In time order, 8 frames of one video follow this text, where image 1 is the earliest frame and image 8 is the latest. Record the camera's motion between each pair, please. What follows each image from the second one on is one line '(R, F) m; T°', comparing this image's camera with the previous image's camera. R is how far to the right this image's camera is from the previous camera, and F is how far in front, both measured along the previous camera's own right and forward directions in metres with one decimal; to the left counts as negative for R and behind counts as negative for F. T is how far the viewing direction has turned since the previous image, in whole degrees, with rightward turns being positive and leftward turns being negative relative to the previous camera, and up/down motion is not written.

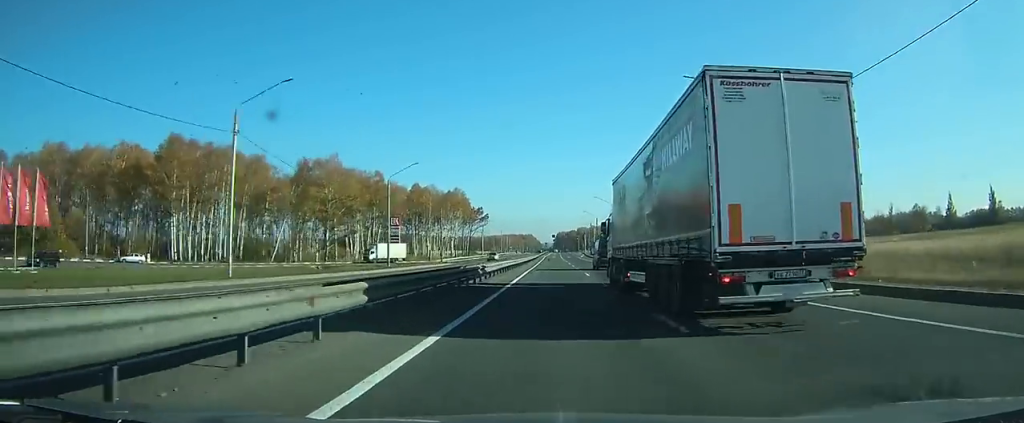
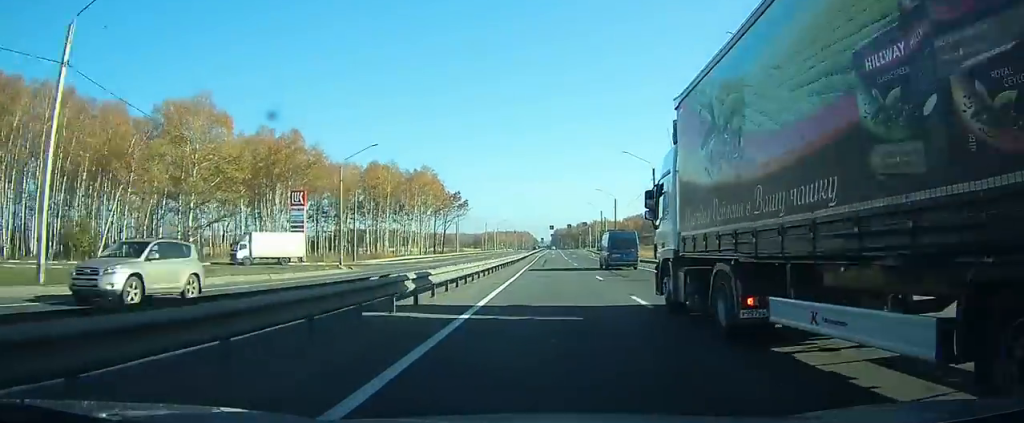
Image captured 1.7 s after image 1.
(+0.3, +47.0) m; +1°
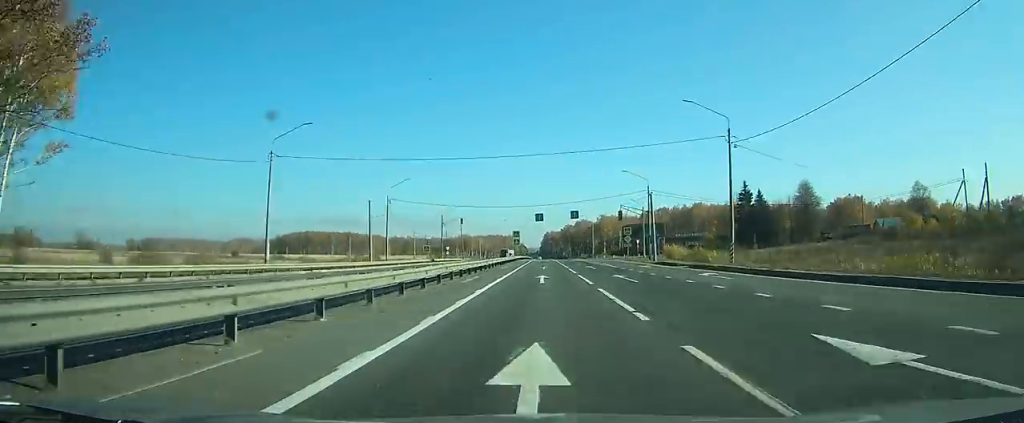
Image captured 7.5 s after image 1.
(+1.2, +125.1) m; +1°
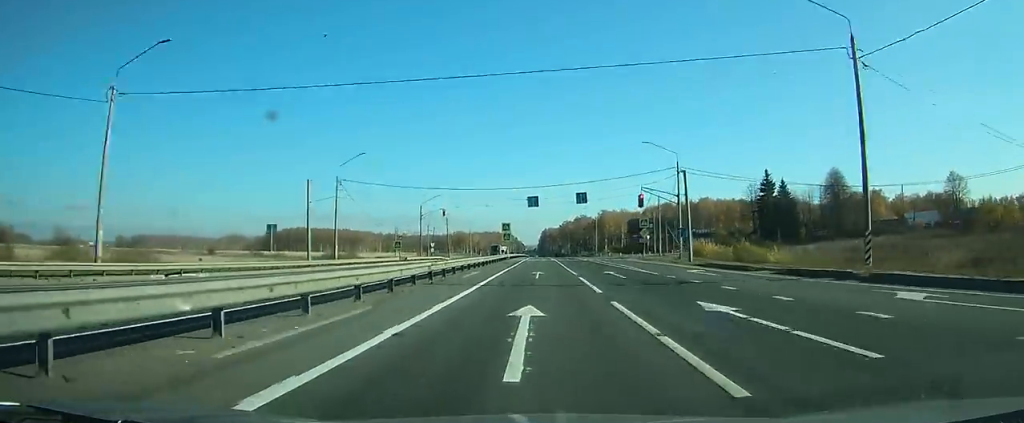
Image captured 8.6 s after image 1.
(+0.1, +17.8) m; 0°
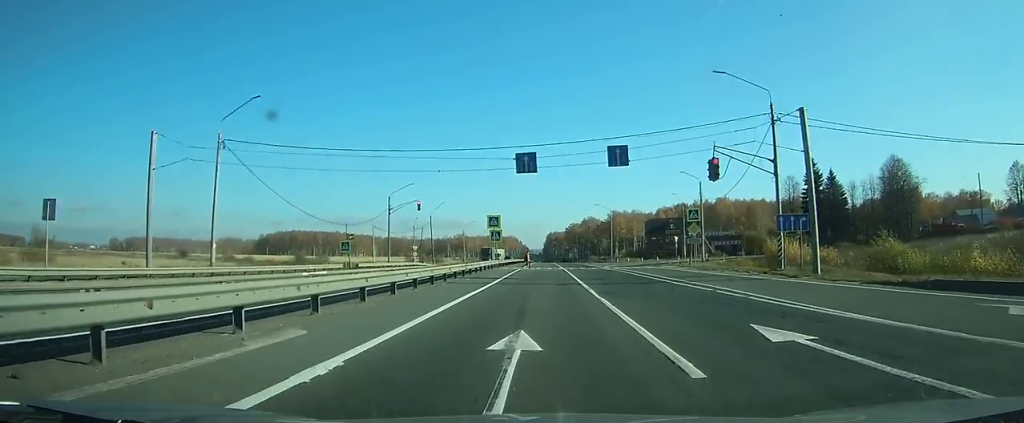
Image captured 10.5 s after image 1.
(-0.3, +24.4) m; -1°
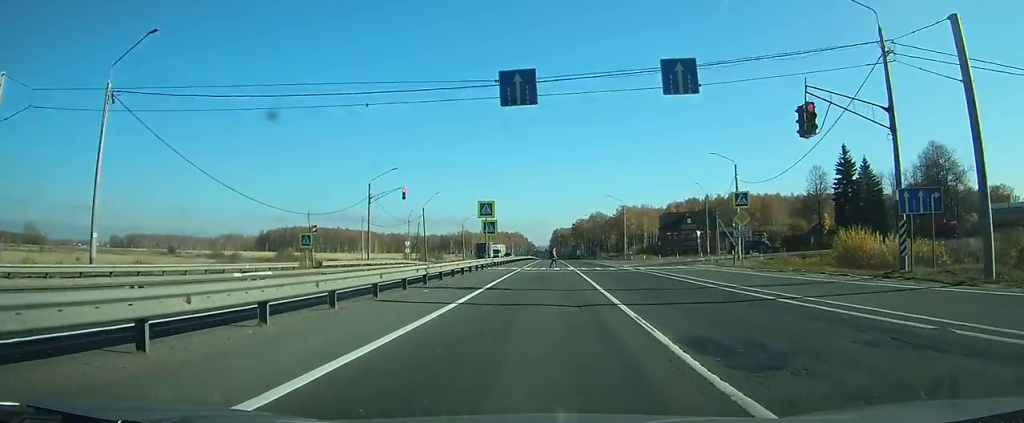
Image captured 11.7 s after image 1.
(-0.1, +11.8) m; +1°
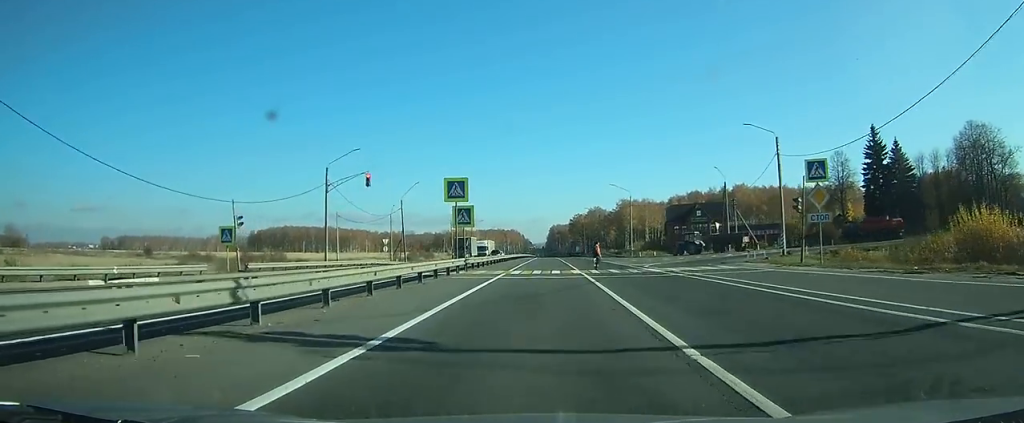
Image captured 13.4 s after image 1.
(+0.2, +13.5) m; +1°
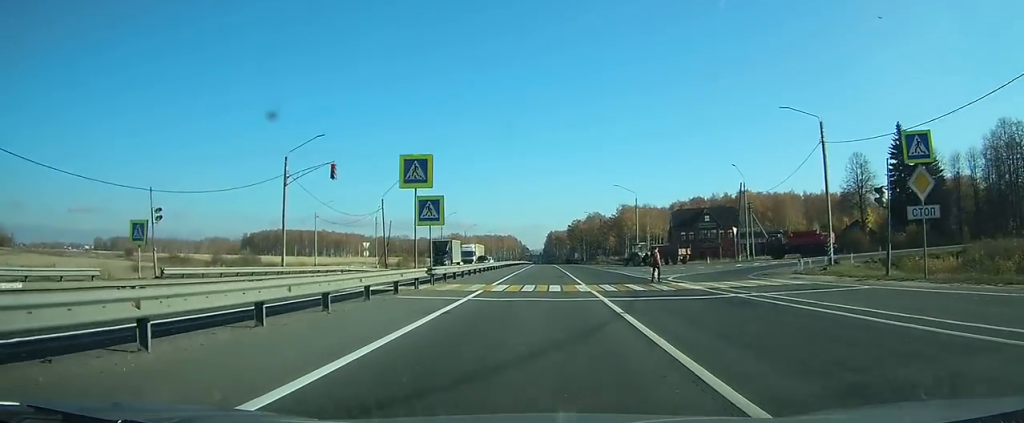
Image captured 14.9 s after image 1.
(+0.2, +8.2) m; +1°
